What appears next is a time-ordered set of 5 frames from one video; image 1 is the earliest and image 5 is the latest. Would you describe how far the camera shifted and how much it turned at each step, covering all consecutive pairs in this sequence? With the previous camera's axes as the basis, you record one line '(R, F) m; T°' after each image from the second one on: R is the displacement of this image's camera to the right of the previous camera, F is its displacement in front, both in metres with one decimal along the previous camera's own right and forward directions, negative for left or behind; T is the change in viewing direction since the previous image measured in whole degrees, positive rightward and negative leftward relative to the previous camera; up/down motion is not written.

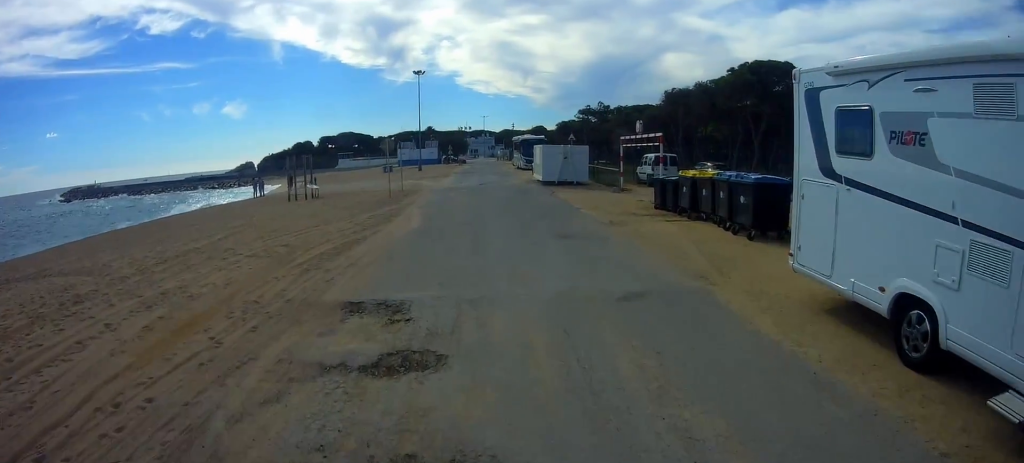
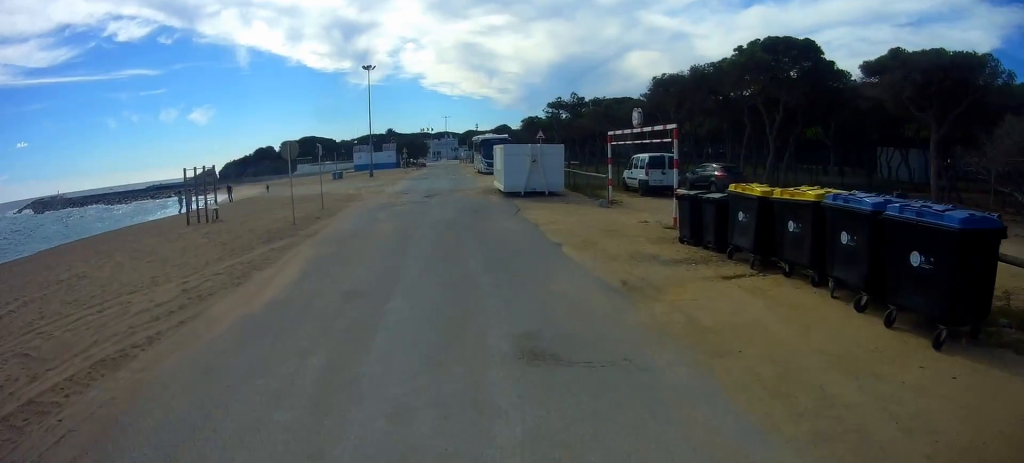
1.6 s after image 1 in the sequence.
(+0.1, +7.3) m; -2°
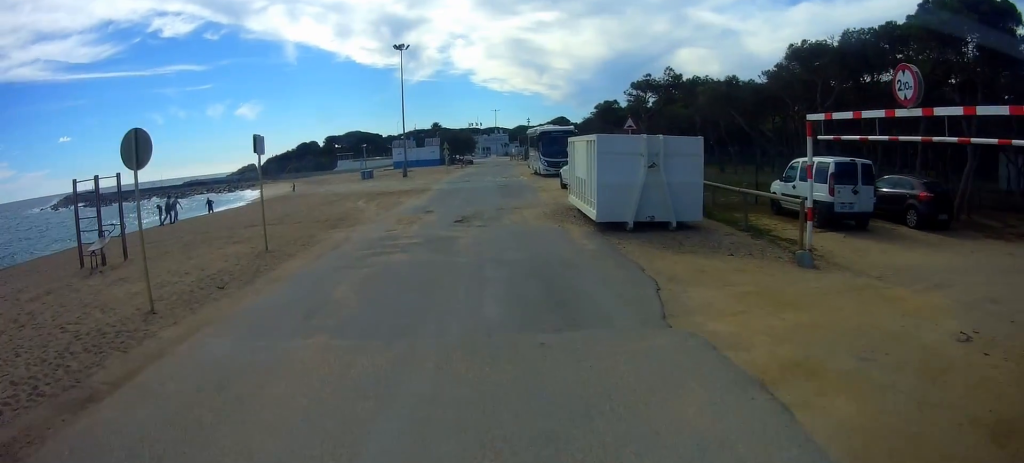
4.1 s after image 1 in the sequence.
(-1.3, +10.8) m; -7°
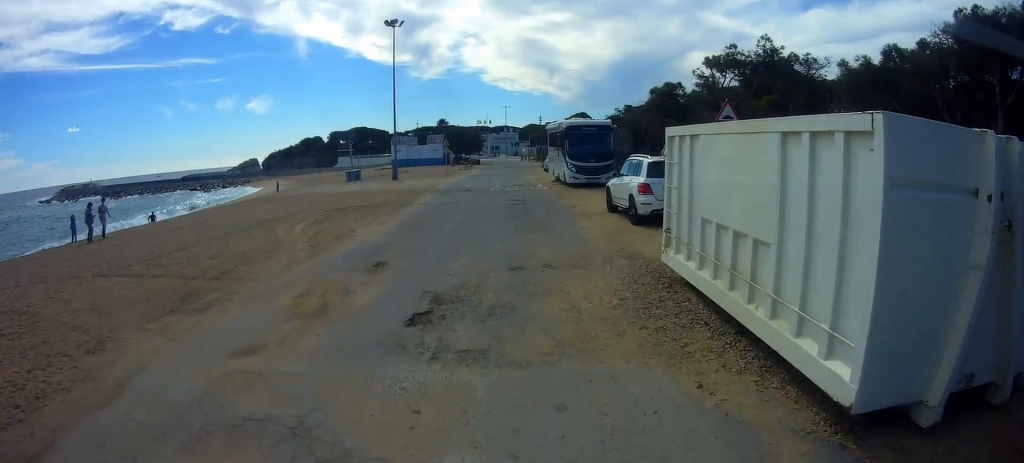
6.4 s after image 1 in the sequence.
(0.0, +9.9) m; 0°
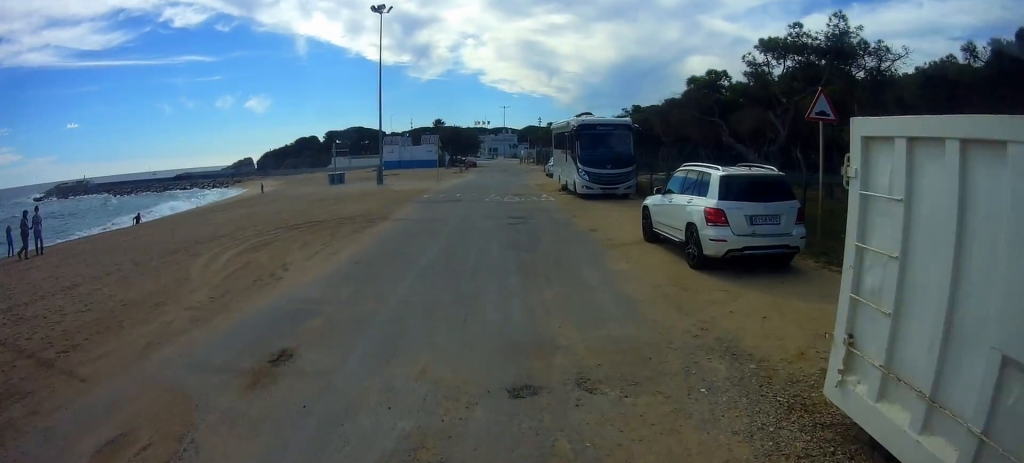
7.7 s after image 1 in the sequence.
(-0.2, +4.8) m; +1°
